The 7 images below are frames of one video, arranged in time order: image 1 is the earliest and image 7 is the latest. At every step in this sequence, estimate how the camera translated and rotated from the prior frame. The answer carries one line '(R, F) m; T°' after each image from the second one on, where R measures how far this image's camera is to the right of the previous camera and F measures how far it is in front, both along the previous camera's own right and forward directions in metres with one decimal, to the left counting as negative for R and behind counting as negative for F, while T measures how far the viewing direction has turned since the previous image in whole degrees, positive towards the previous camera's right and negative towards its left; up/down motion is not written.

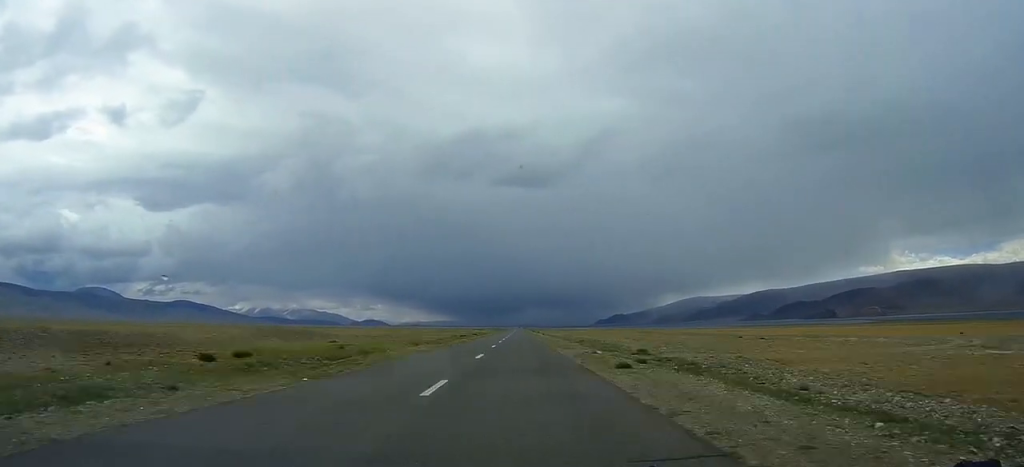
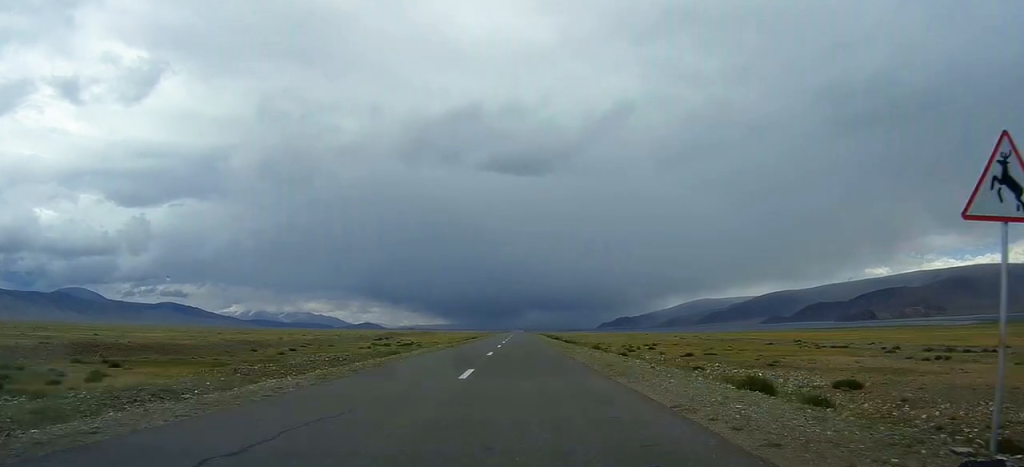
(-0.1, +645.8) m; 0°
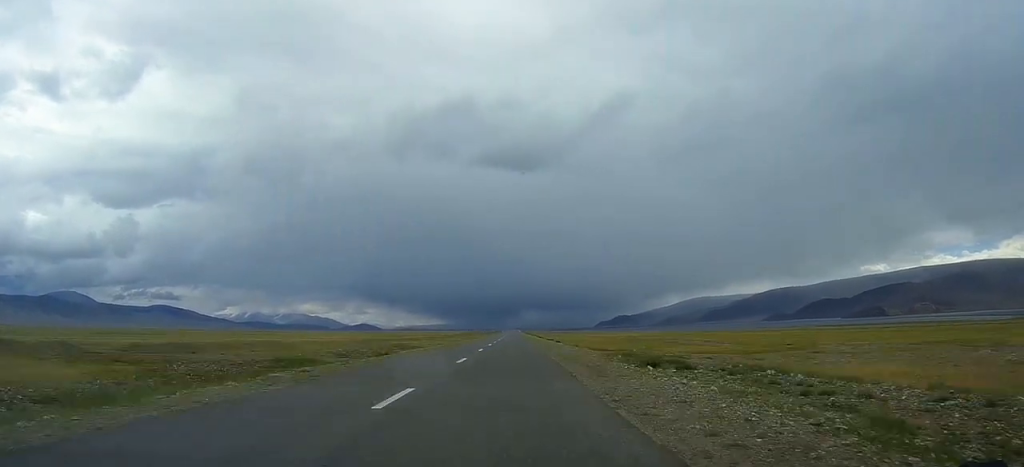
(+0.2, +163.7) m; 0°
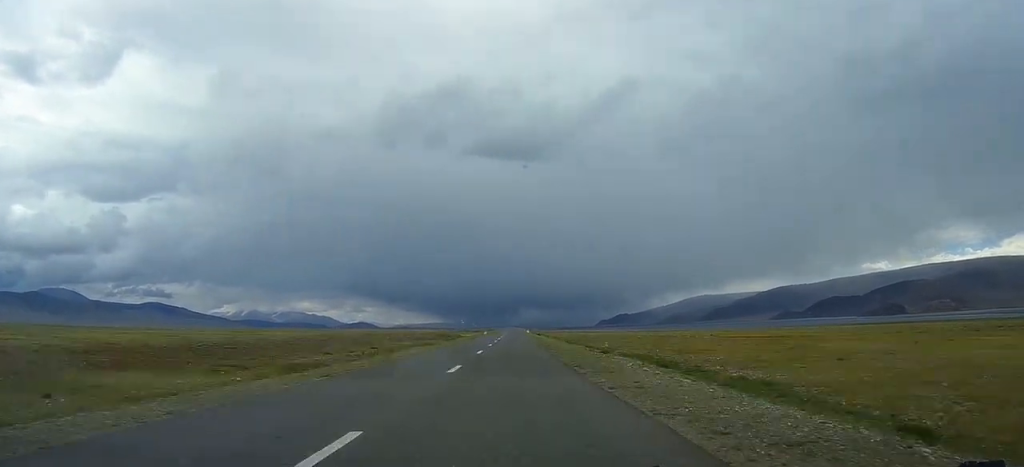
(-0.4, +273.1) m; -1°
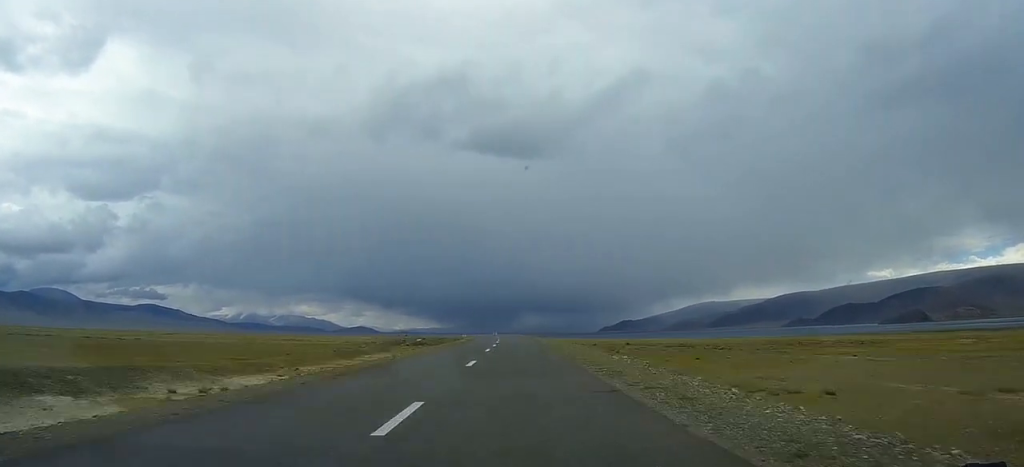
(-5.6, +255.7) m; -5°
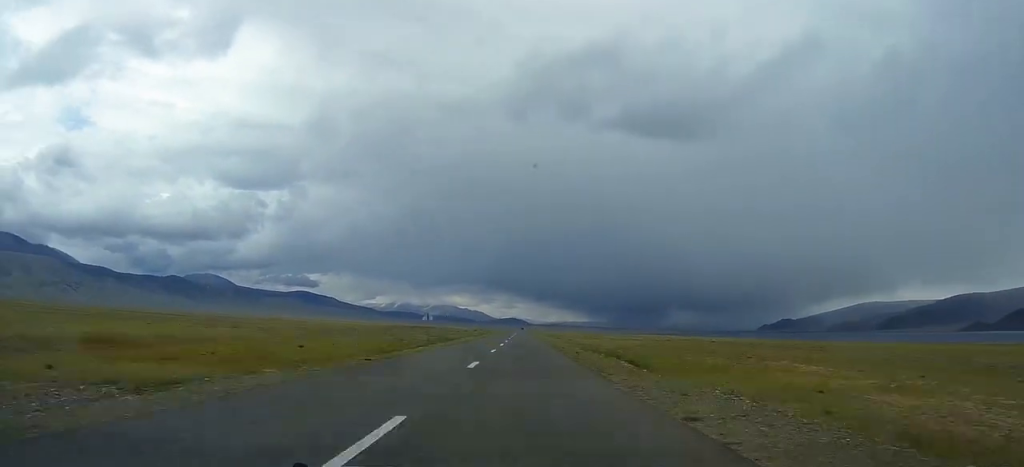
(-24.4, +328.5) m; -6°
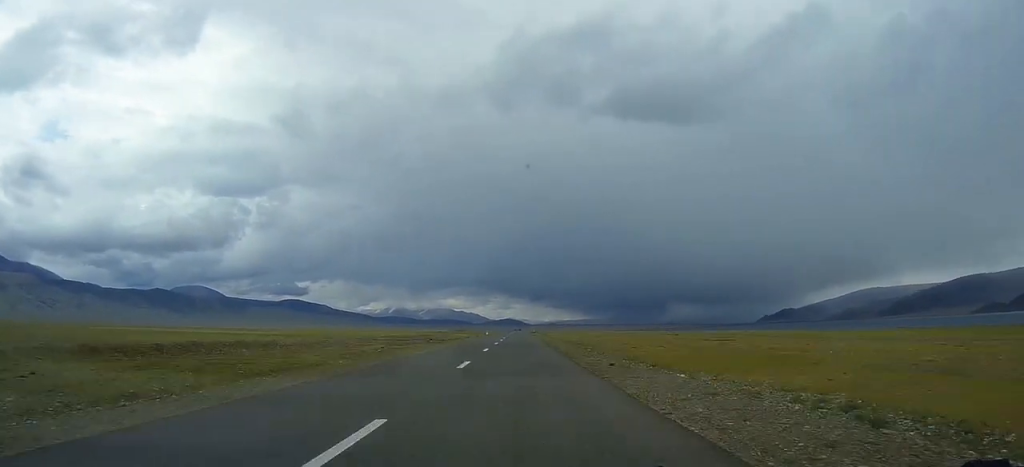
(-3.4, +256.6) m; -1°
